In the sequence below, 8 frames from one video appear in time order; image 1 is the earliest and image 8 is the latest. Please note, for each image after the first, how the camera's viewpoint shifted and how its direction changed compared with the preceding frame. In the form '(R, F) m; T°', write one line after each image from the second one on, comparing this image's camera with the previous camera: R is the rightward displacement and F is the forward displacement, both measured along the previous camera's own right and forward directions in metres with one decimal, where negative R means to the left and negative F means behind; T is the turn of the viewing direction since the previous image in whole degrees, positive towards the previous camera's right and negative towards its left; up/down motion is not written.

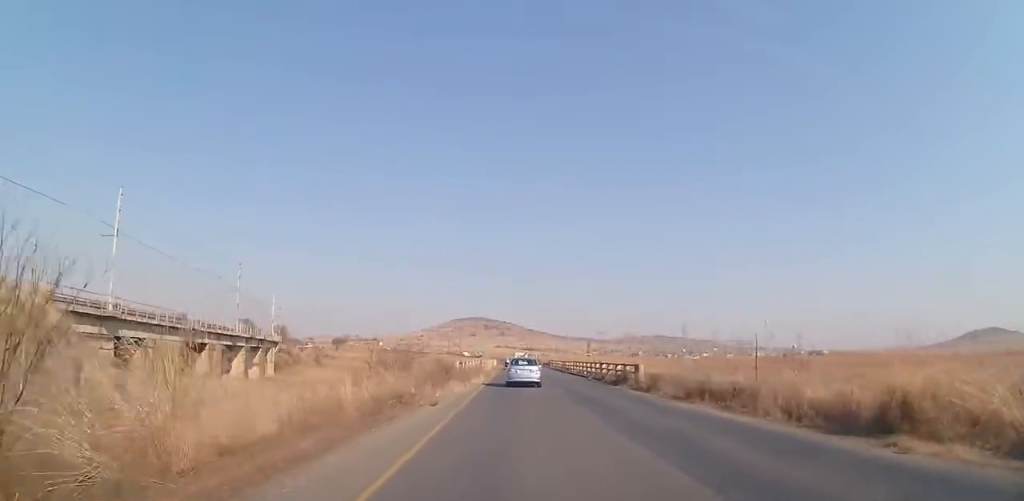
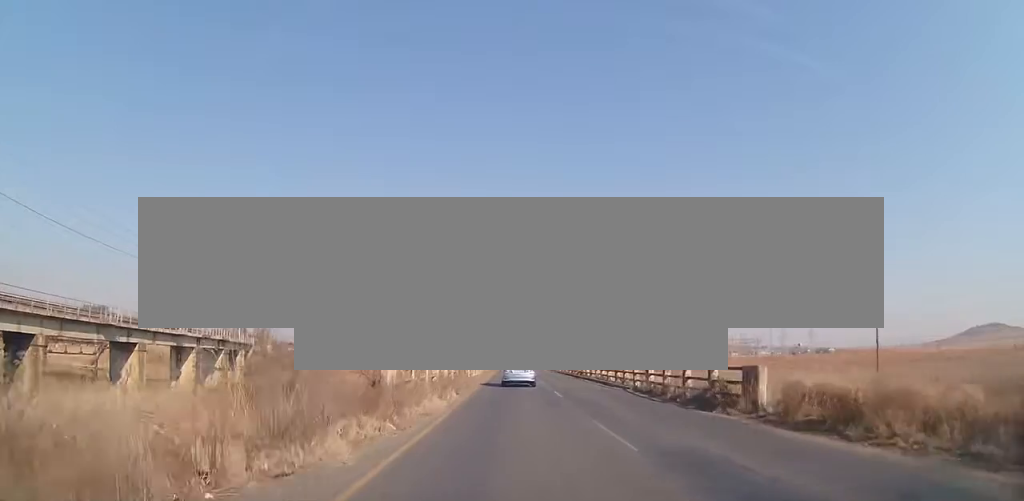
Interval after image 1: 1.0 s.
(-0.4, +15.2) m; -1°
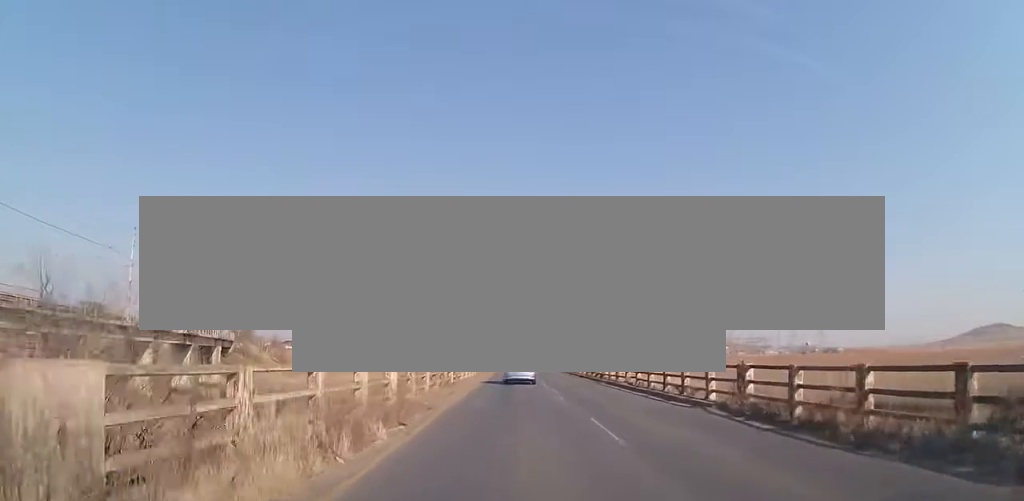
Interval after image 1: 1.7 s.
(0.0, +11.1) m; +1°
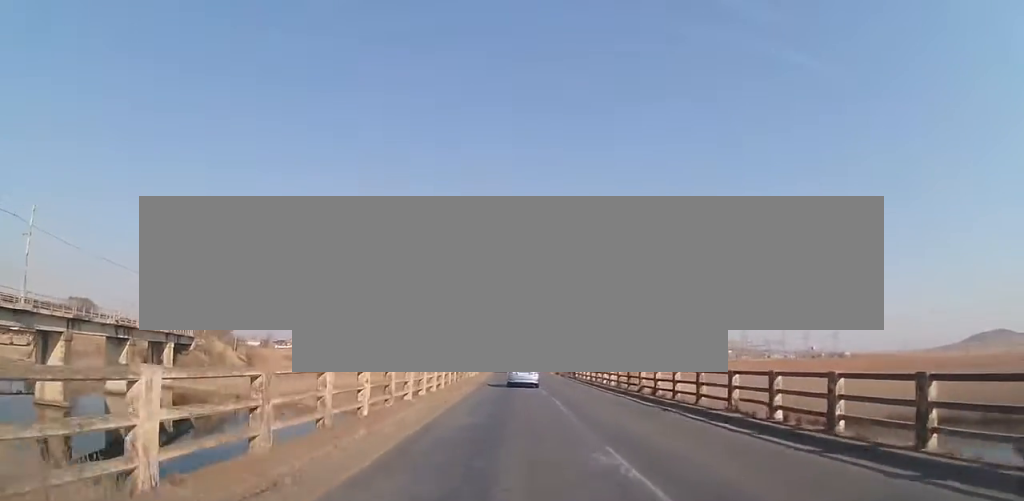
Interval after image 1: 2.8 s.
(+0.4, +15.6) m; +1°
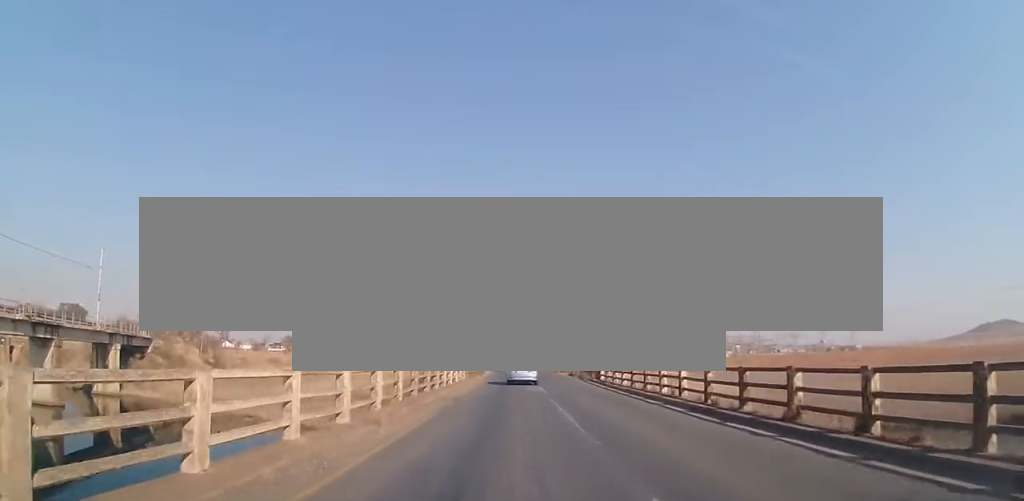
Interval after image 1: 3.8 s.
(0.0, +15.0) m; -1°
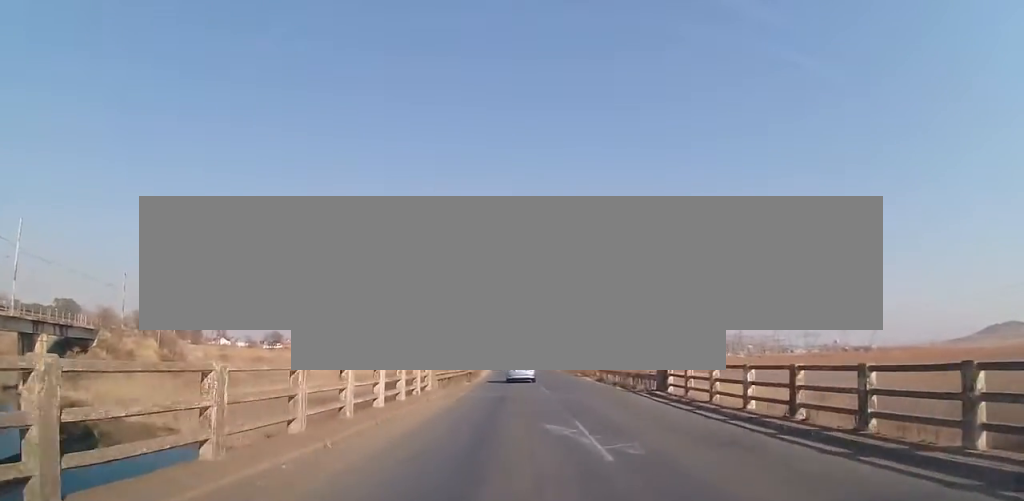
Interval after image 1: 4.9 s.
(-0.3, +16.6) m; -2°
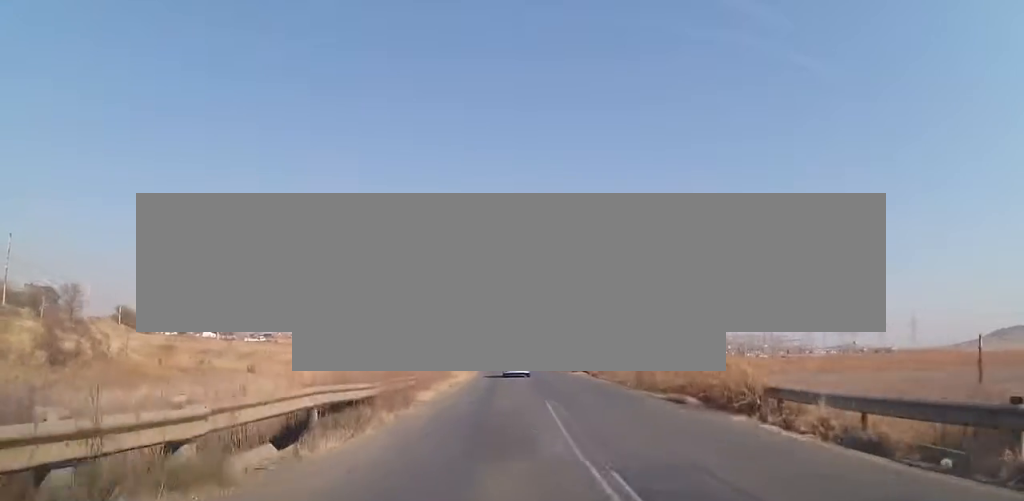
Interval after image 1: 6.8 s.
(-0.1, +29.6) m; +1°
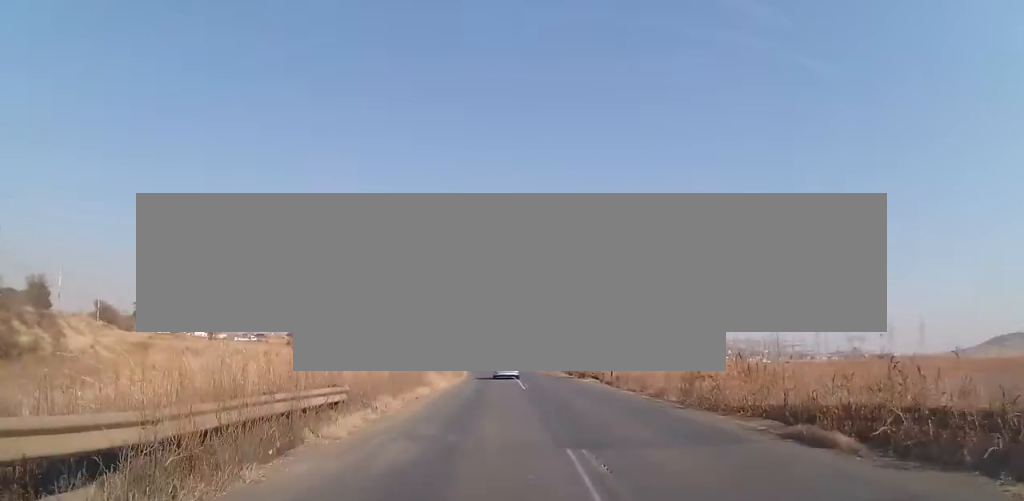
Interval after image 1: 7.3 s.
(+0.2, +8.2) m; 0°
